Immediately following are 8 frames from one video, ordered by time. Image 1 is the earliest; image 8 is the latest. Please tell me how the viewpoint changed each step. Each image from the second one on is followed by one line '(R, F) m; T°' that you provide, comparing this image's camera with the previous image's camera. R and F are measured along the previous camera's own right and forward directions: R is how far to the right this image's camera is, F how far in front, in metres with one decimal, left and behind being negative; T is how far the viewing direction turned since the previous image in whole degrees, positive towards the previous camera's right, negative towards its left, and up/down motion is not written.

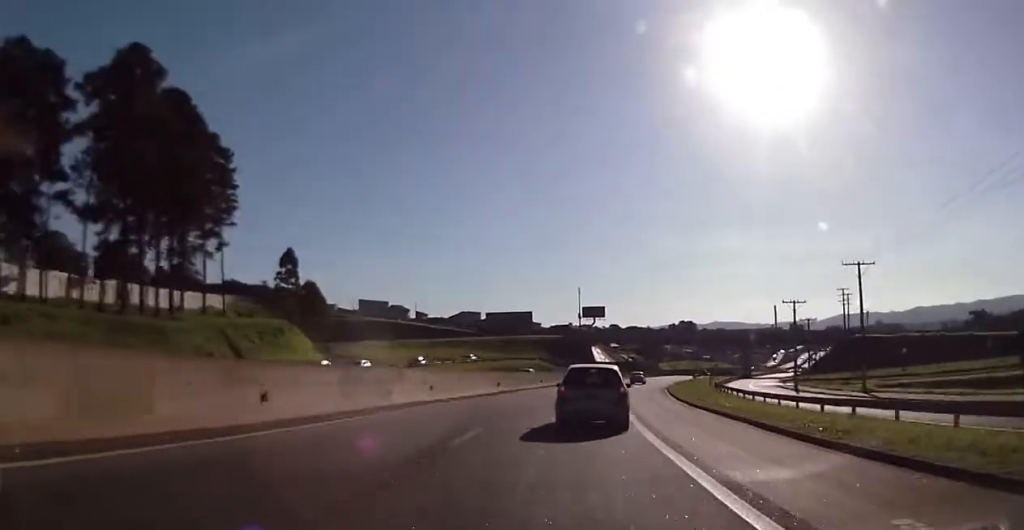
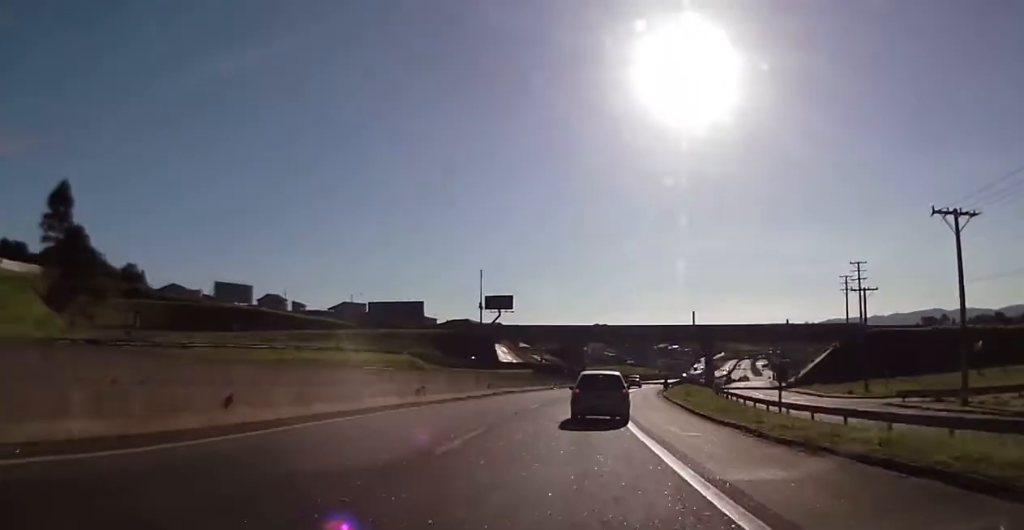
(+3.1, +50.4) m; +7°
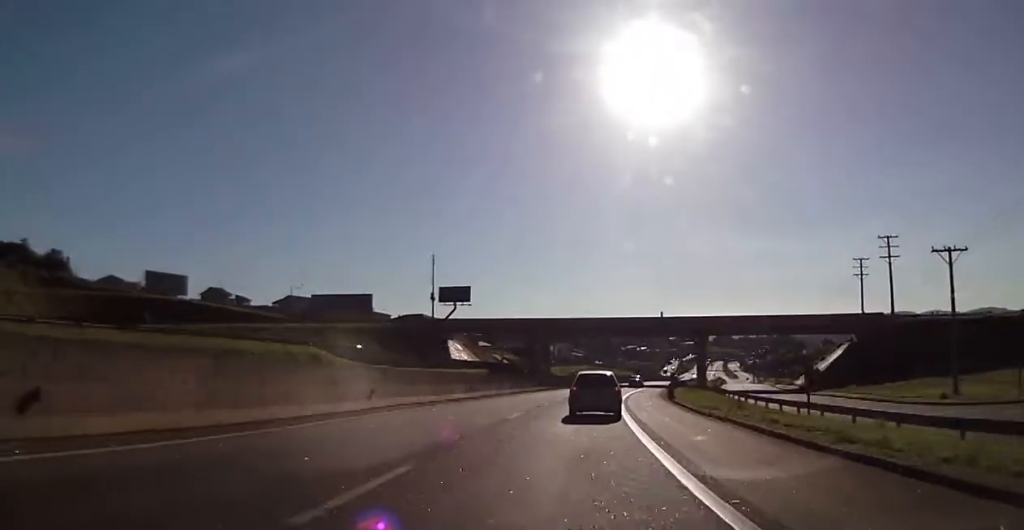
(+0.6, +22.2) m; +3°
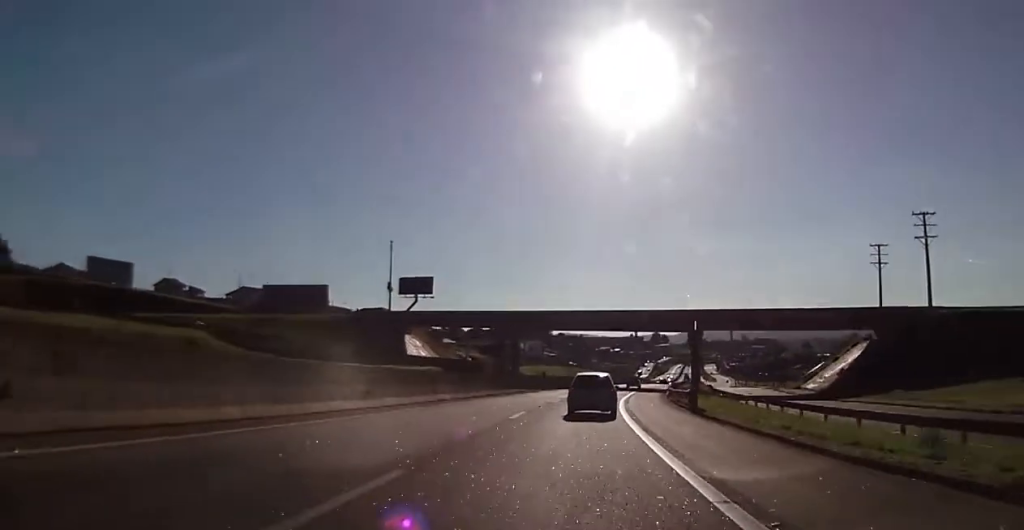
(+0.3, +16.3) m; +3°
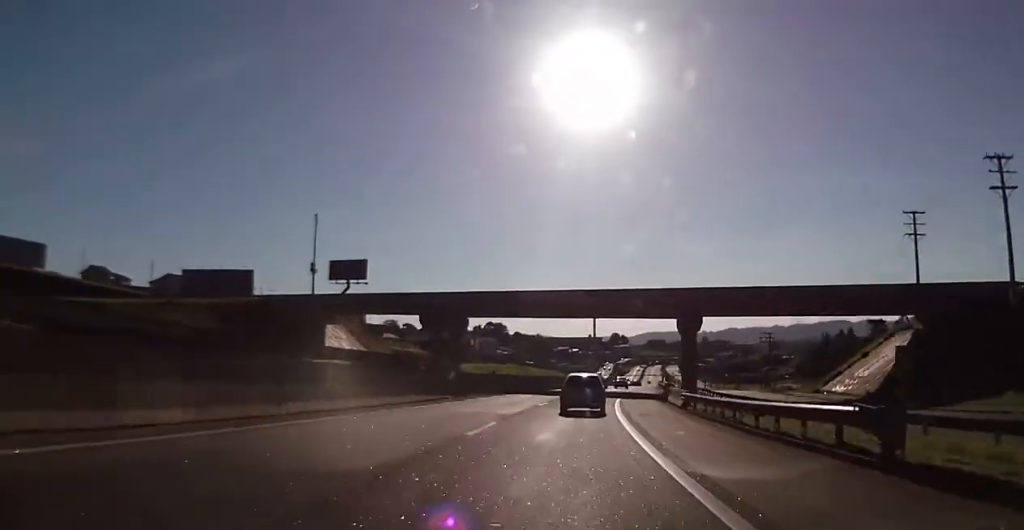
(+0.8, +22.2) m; +3°
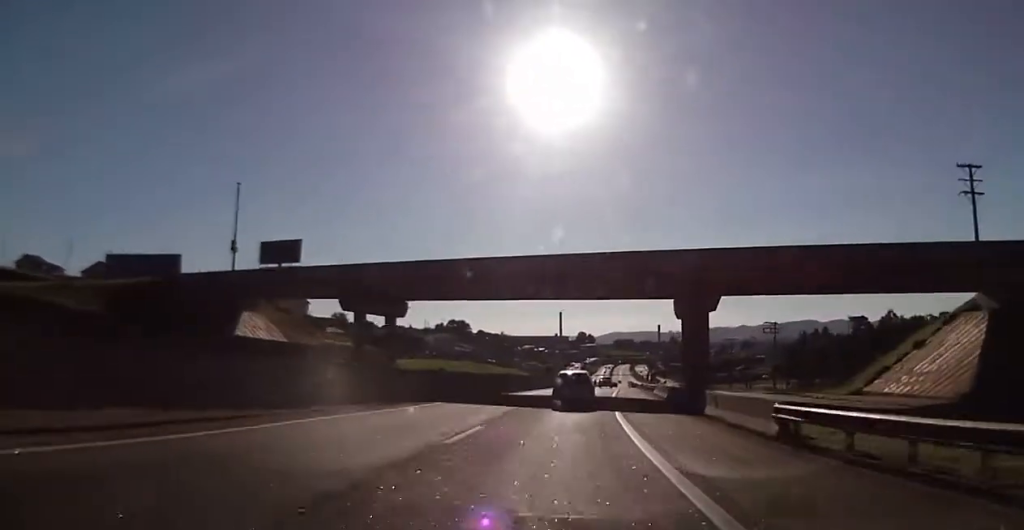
(+0.4, +19.1) m; +2°
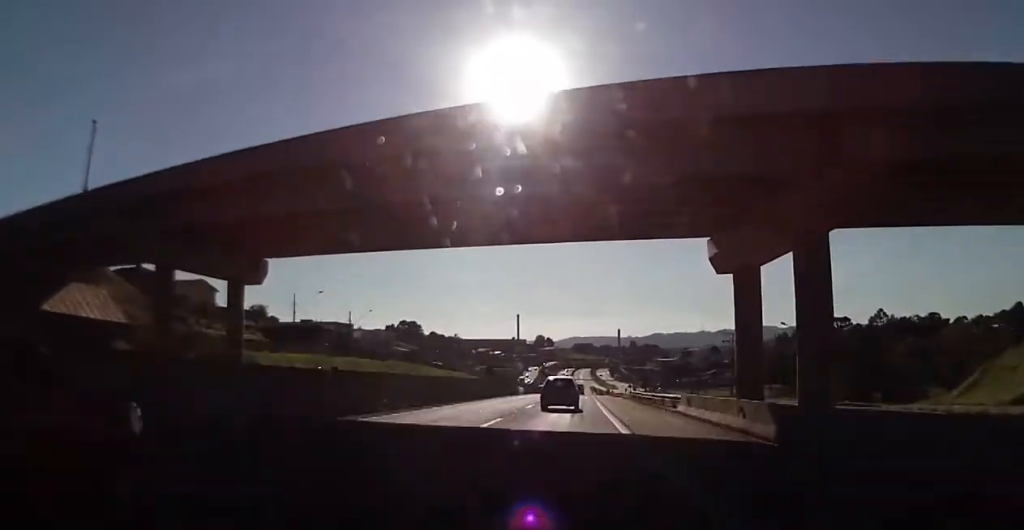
(+0.9, +28.0) m; +5°
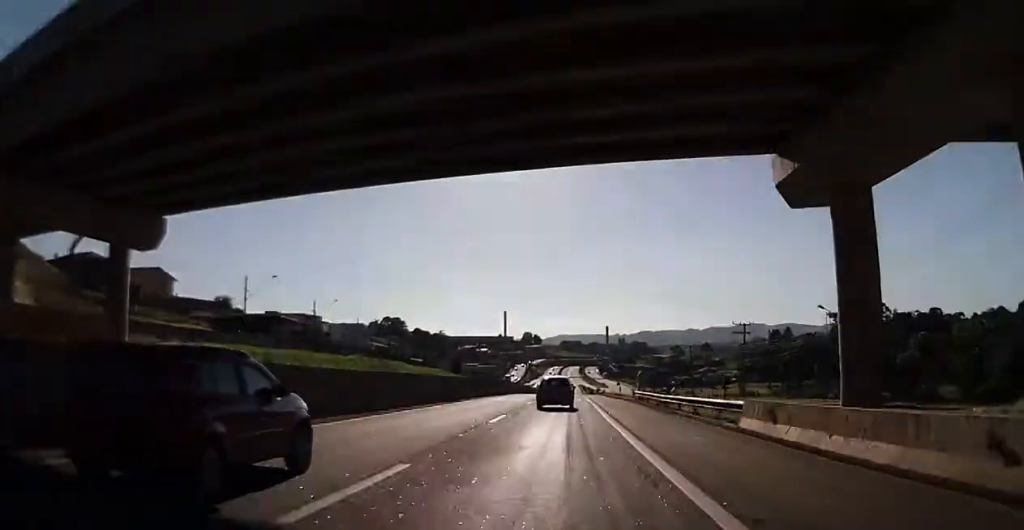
(+0.2, +12.1) m; +2°
